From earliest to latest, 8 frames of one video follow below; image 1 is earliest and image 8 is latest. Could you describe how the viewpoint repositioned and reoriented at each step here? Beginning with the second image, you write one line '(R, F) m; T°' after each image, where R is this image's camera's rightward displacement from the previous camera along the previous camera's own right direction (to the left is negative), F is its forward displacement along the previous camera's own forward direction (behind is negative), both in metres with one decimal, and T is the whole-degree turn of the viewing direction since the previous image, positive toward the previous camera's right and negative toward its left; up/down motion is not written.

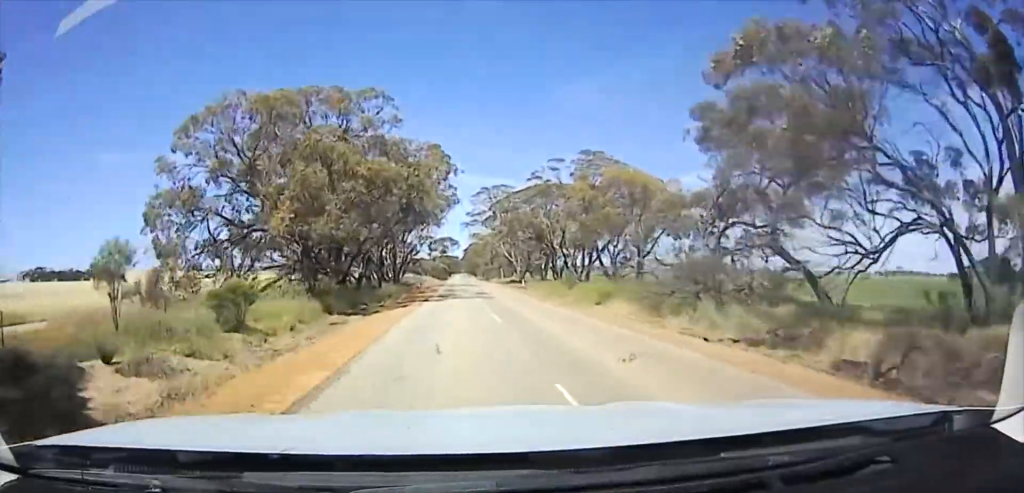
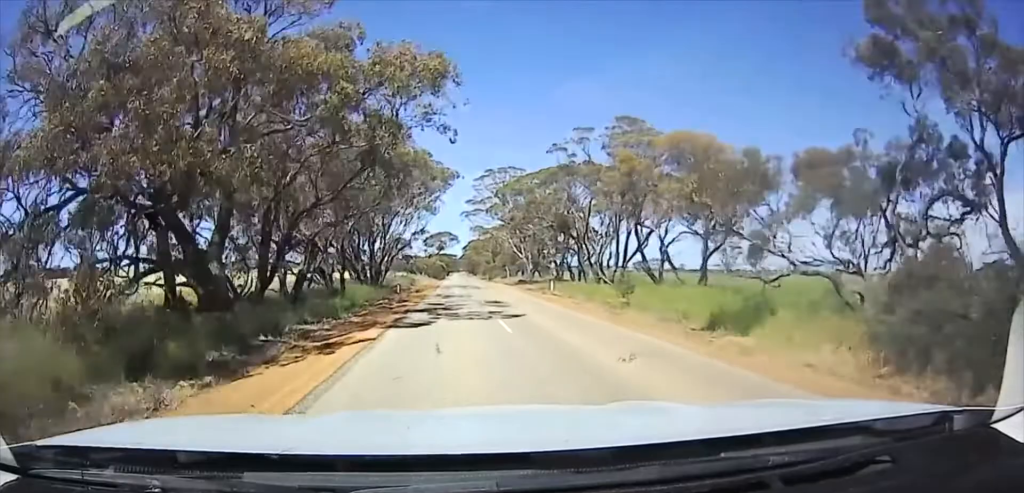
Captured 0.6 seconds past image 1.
(0.0, +13.8) m; 0°
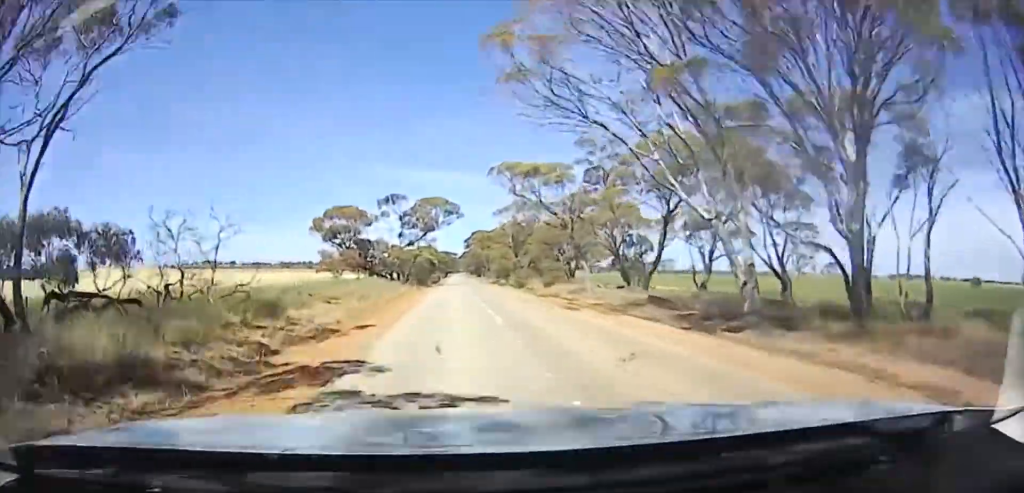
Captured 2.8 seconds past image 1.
(0.0, +63.4) m; 0°
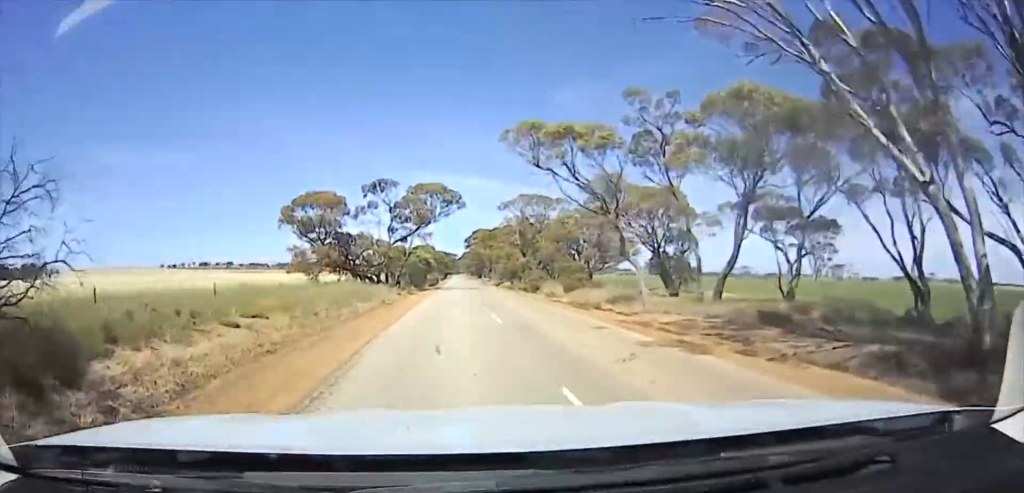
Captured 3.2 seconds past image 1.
(0.0, +14.0) m; 0°
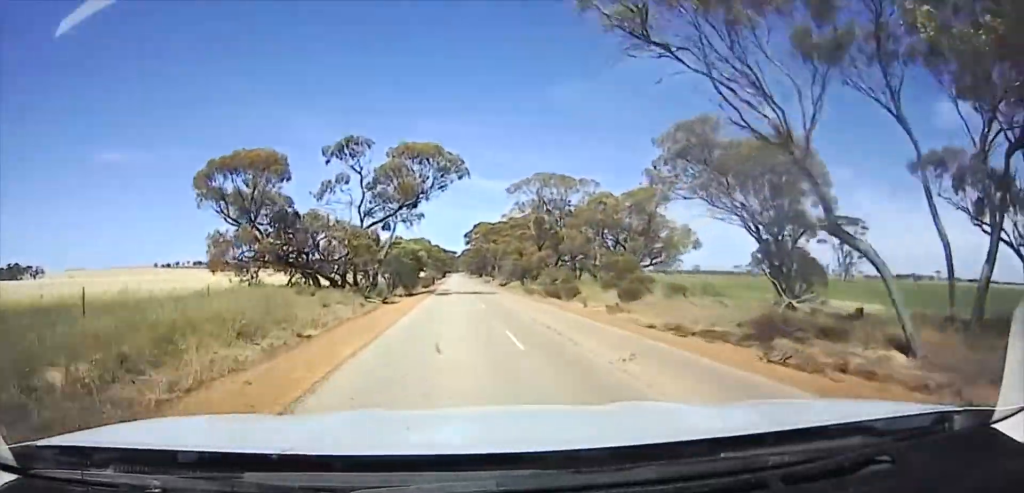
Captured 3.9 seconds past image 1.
(0.0, +19.3) m; 0°
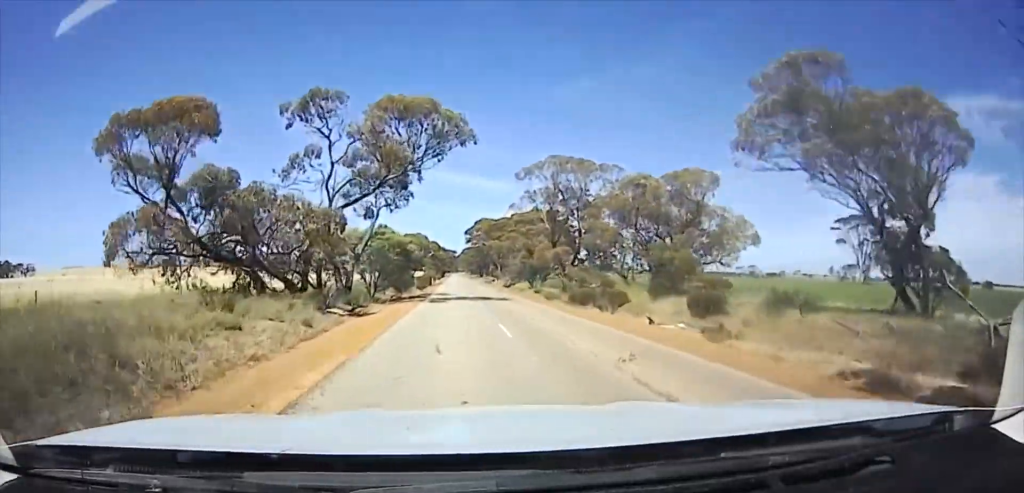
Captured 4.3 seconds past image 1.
(0.0, +11.4) m; 0°
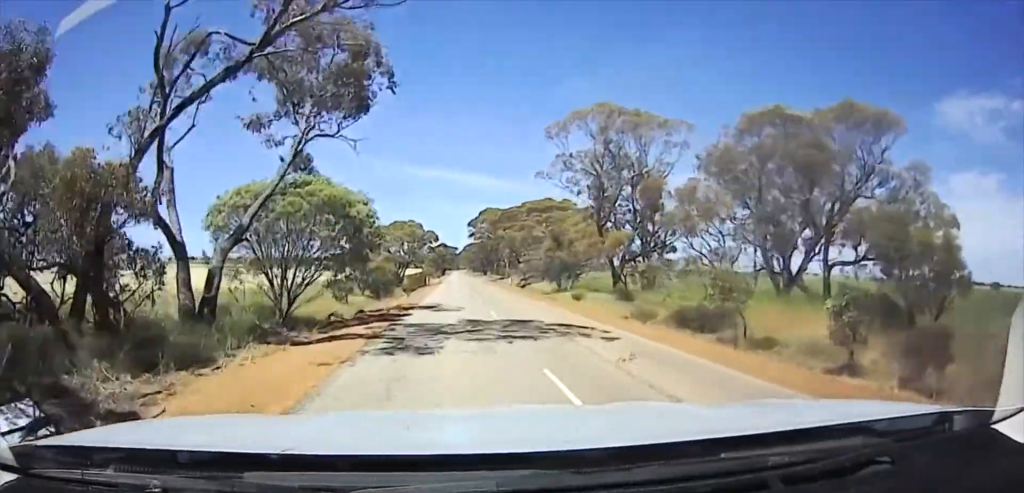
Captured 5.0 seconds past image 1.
(0.0, +19.5) m; 0°
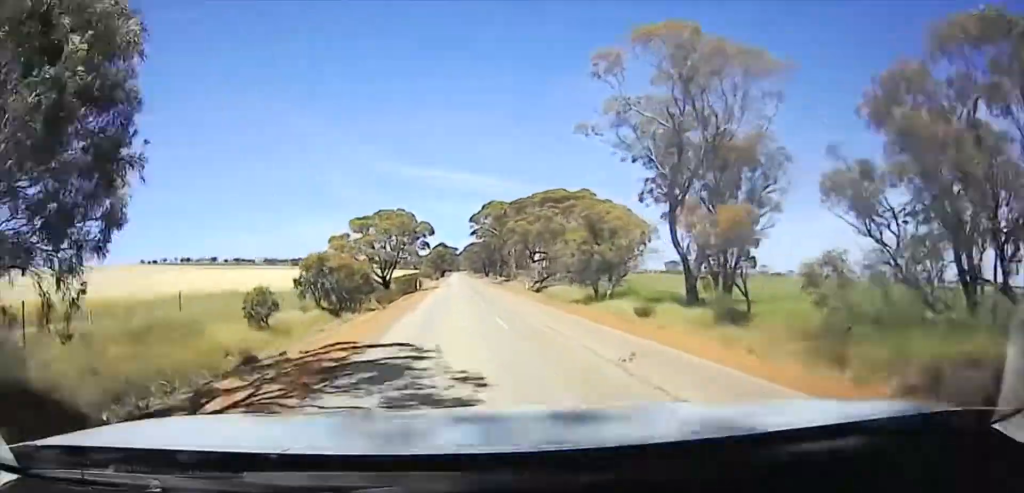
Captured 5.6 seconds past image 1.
(0.0, +15.5) m; 0°
